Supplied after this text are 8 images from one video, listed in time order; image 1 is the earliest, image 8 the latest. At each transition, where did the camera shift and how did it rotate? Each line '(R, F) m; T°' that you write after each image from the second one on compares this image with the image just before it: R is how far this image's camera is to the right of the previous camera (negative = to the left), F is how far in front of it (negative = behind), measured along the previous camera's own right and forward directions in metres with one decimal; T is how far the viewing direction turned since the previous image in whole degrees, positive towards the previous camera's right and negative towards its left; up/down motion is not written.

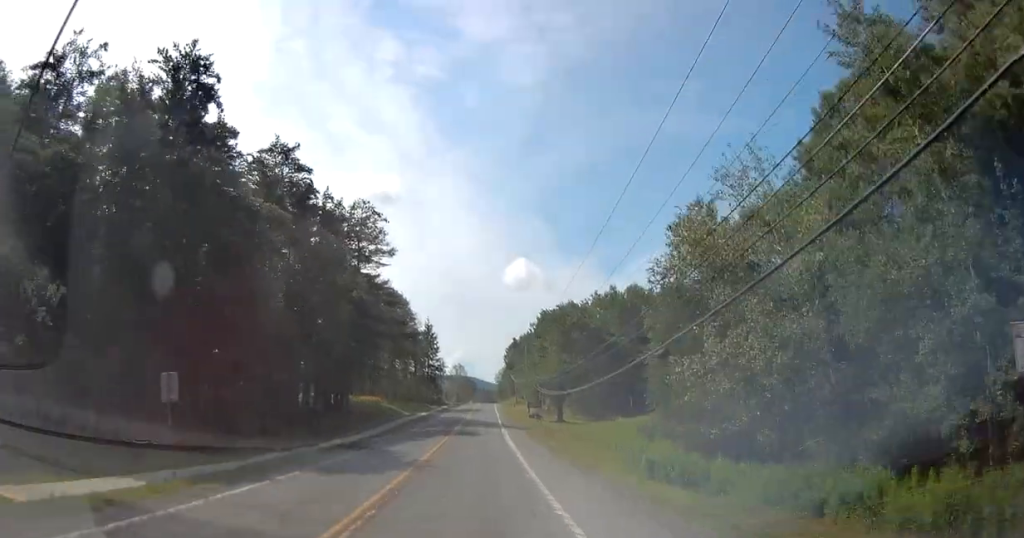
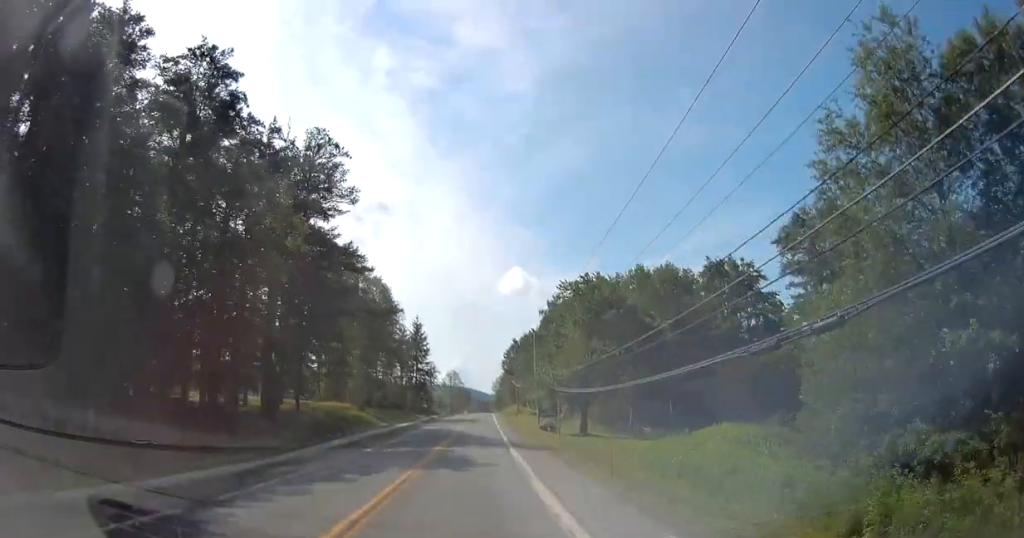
(-0.2, +19.1) m; -1°
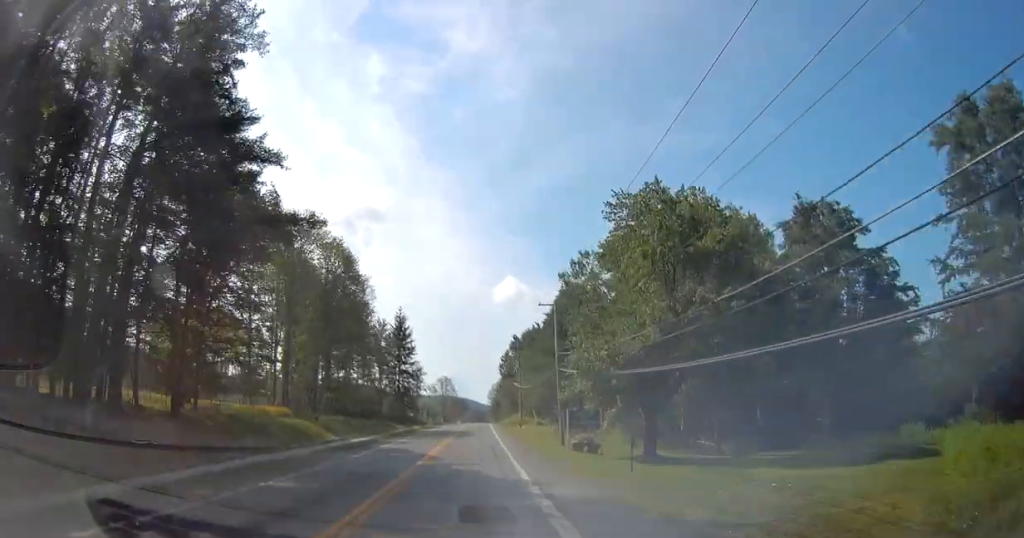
(+0.1, +22.2) m; +1°
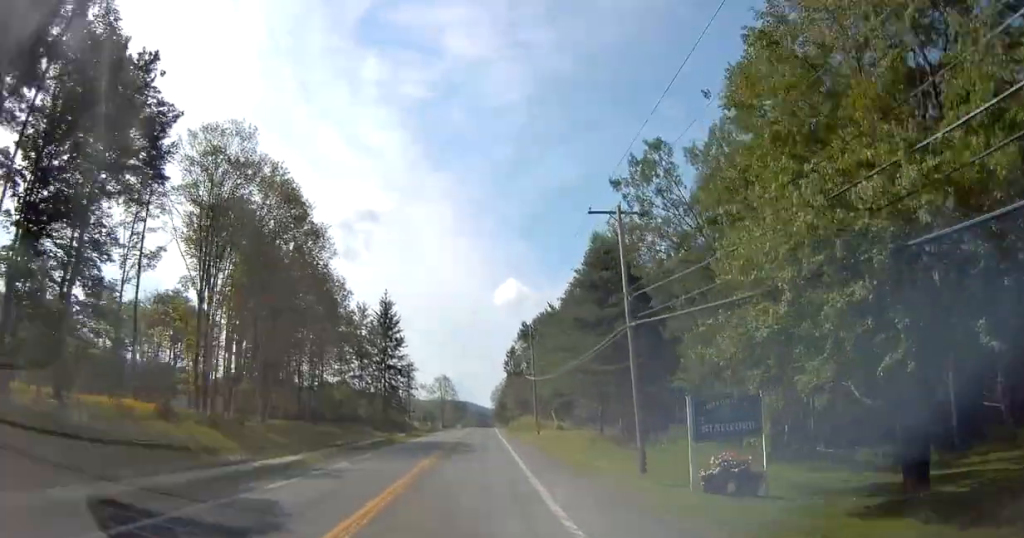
(+0.3, +20.5) m; 0°
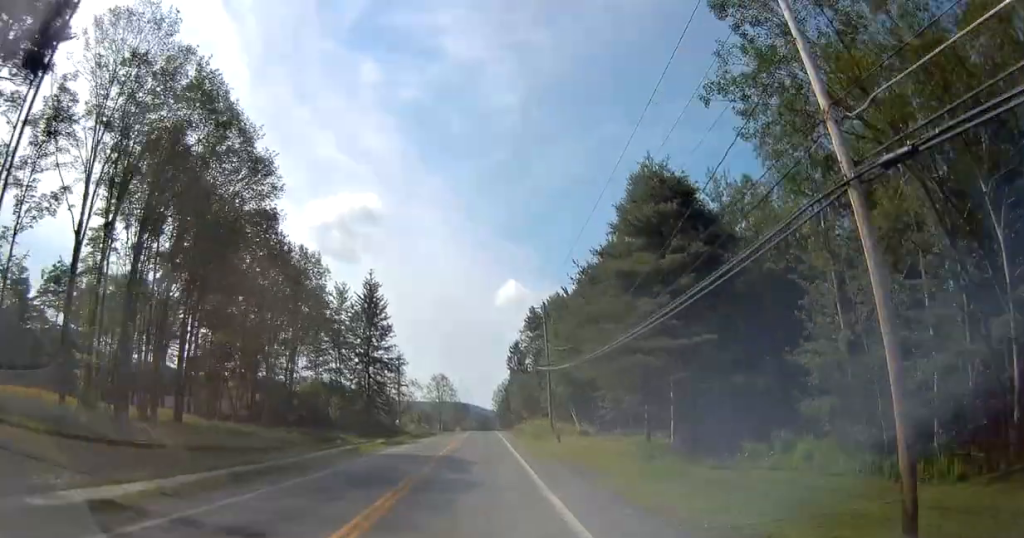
(-0.2, +14.8) m; -1°
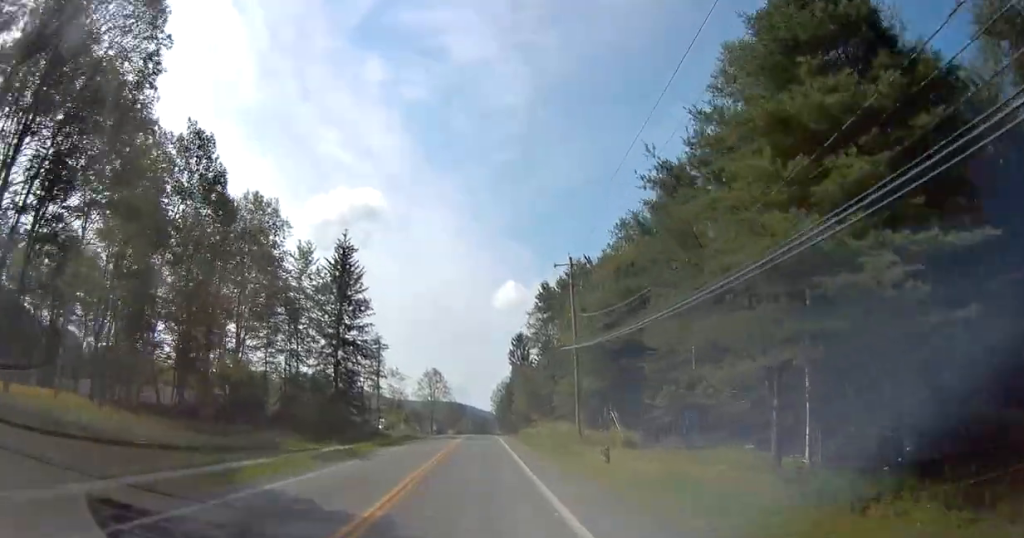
(+0.1, +17.9) m; +1°
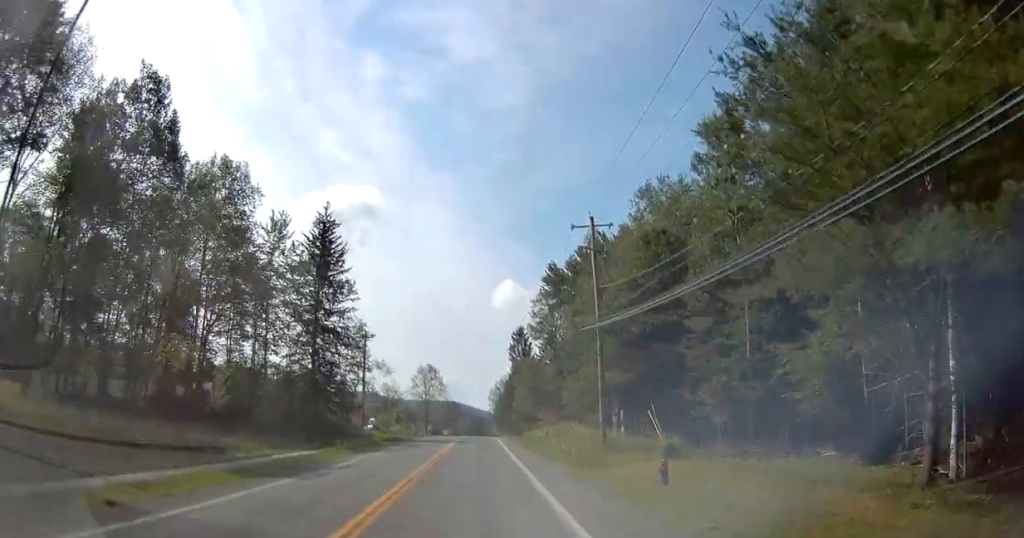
(0.0, +8.6) m; 0°
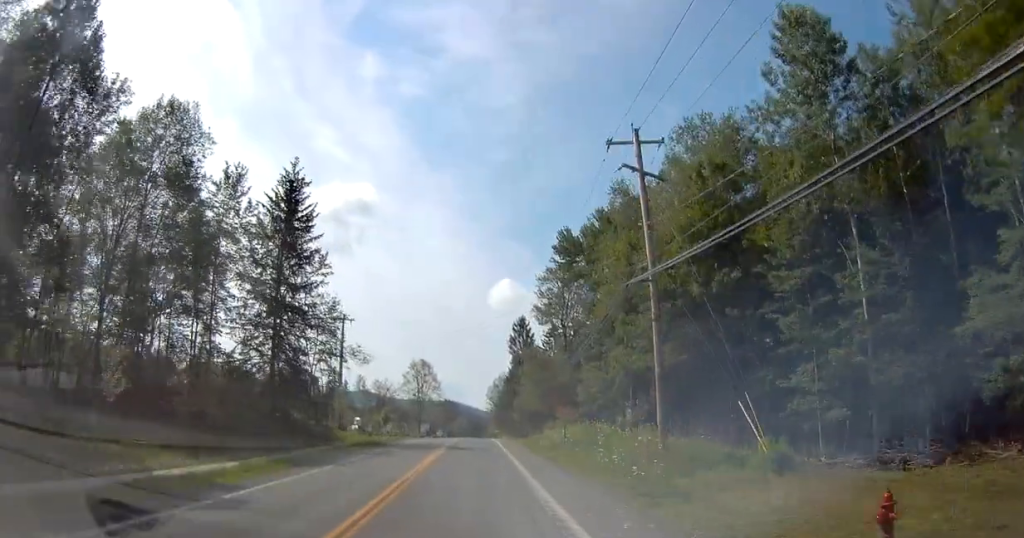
(0.0, +10.9) m; 0°
